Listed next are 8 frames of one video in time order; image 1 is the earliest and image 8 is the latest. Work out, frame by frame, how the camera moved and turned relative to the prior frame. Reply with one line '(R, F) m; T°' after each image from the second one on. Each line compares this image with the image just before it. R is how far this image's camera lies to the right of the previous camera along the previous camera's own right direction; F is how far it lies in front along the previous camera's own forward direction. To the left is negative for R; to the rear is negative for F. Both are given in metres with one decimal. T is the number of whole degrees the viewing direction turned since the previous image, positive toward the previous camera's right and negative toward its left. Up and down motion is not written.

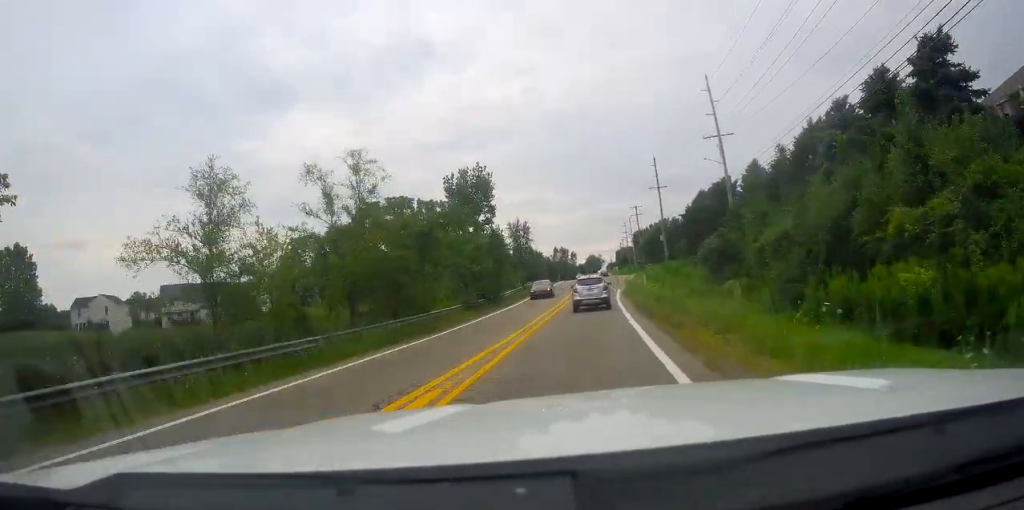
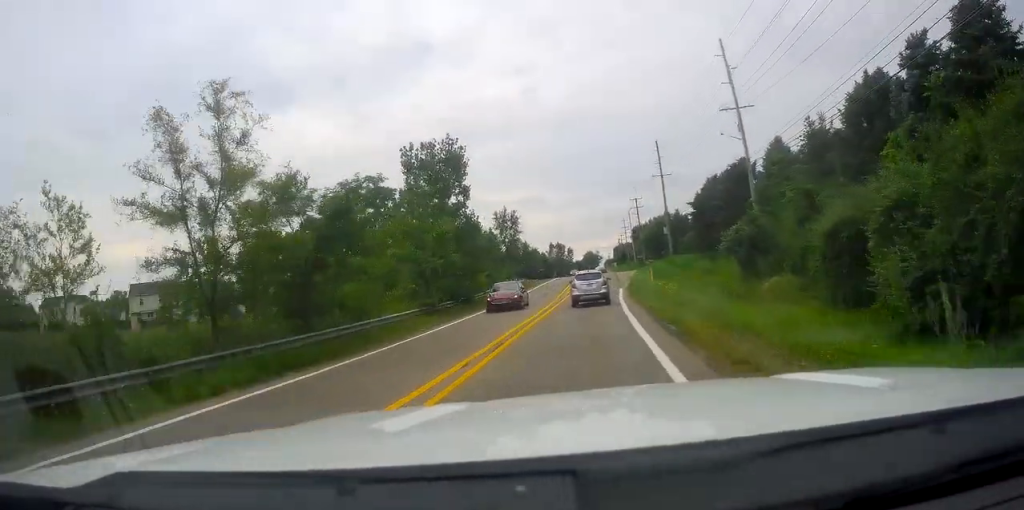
(-0.1, +8.5) m; 0°
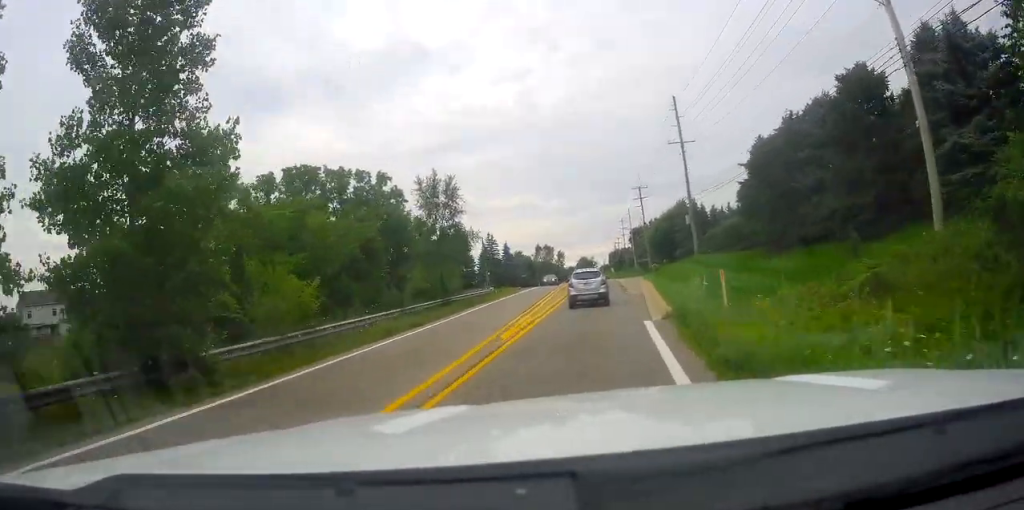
(-0.4, +26.3) m; 0°
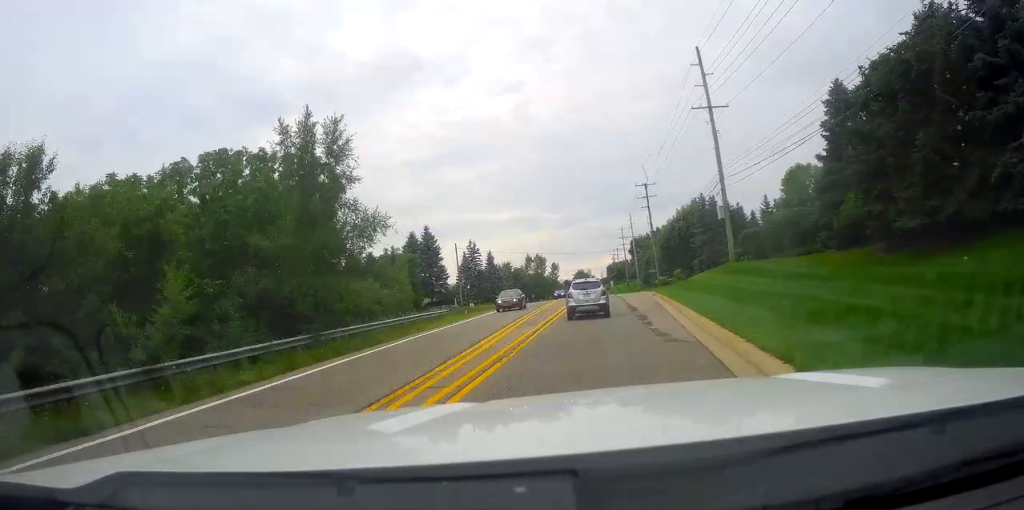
(+0.2, +17.7) m; +1°
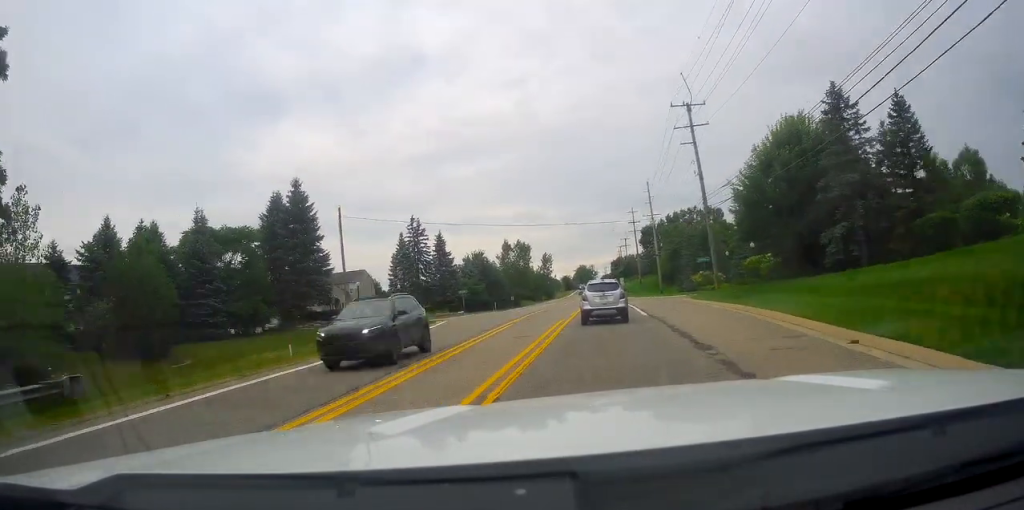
(+0.5, +40.8) m; 0°
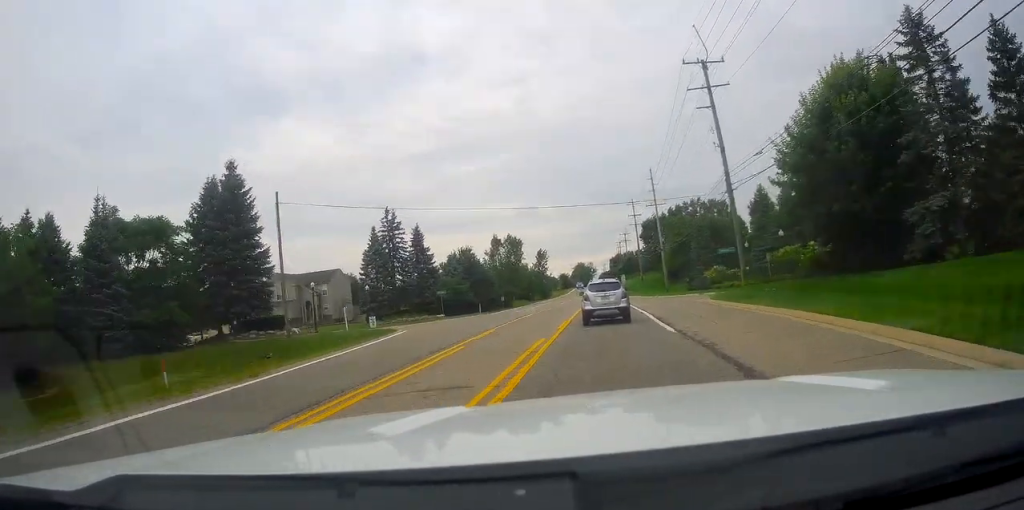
(+0.2, +9.7) m; -1°
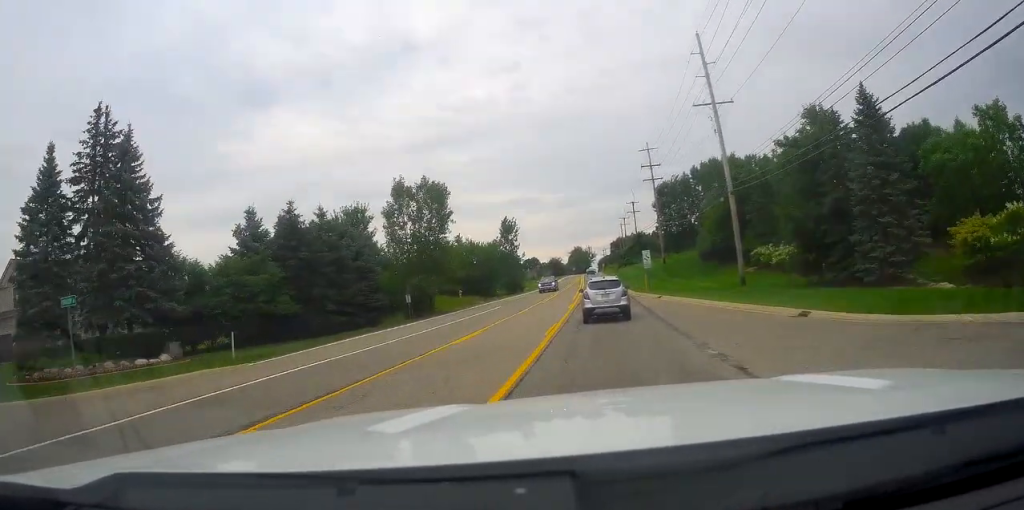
(-0.2, +46.9) m; 0°
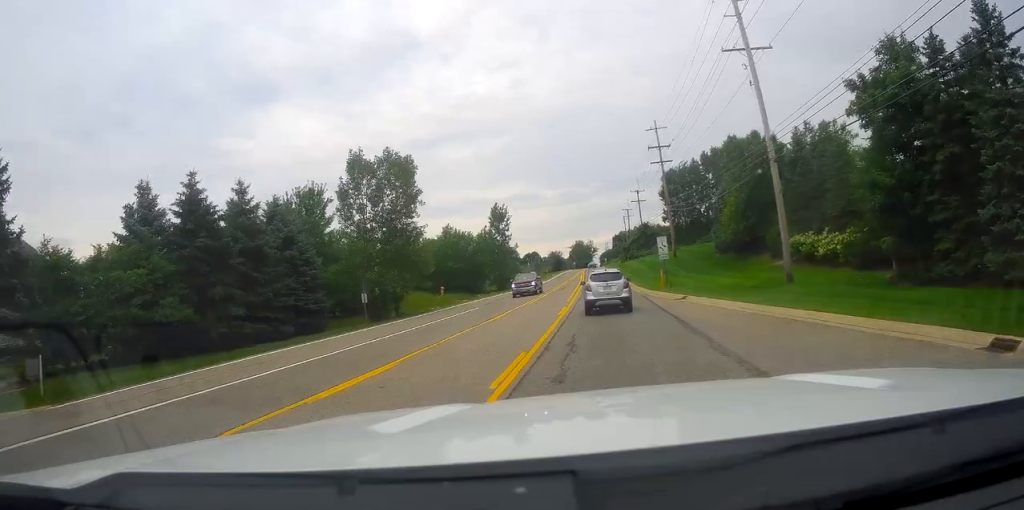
(-0.4, +9.8) m; 0°
